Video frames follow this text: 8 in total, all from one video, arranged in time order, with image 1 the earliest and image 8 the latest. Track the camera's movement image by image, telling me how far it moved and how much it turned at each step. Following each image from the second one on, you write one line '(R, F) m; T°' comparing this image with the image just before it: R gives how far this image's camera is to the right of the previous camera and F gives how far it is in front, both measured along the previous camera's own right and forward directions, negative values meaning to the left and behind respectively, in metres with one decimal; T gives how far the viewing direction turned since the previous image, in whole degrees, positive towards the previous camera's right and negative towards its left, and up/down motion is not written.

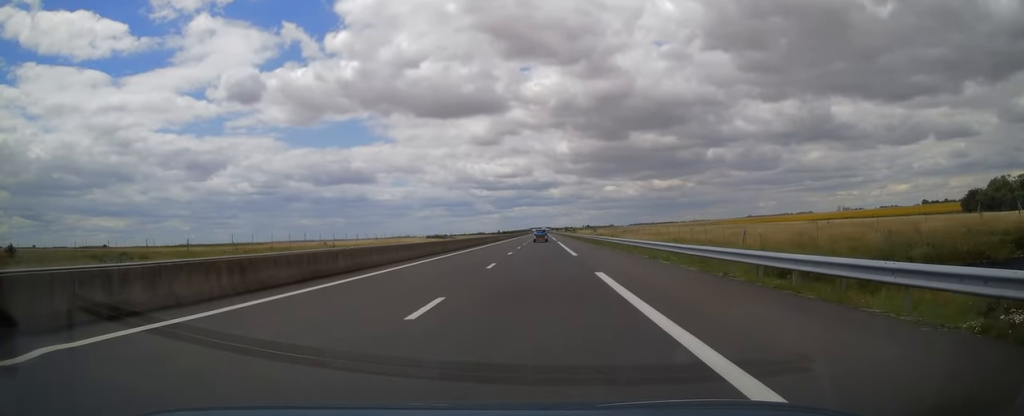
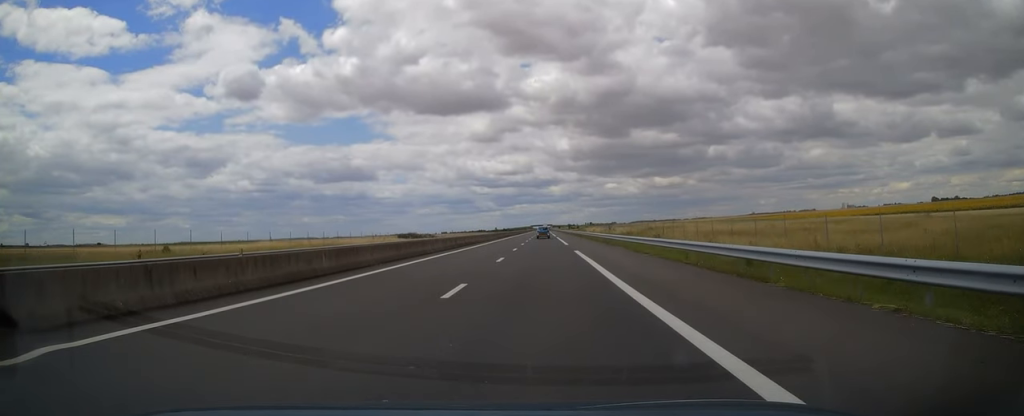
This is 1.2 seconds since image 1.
(-0.4, +36.1) m; 0°
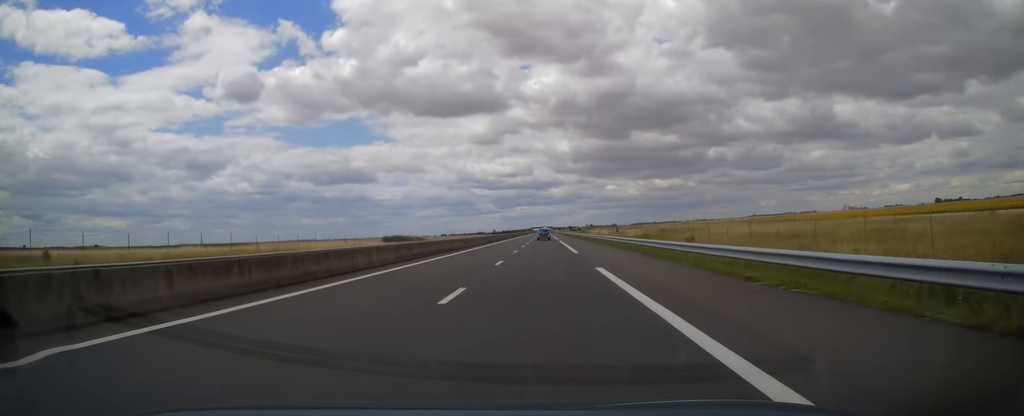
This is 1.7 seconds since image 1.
(-0.1, +13.7) m; 0°
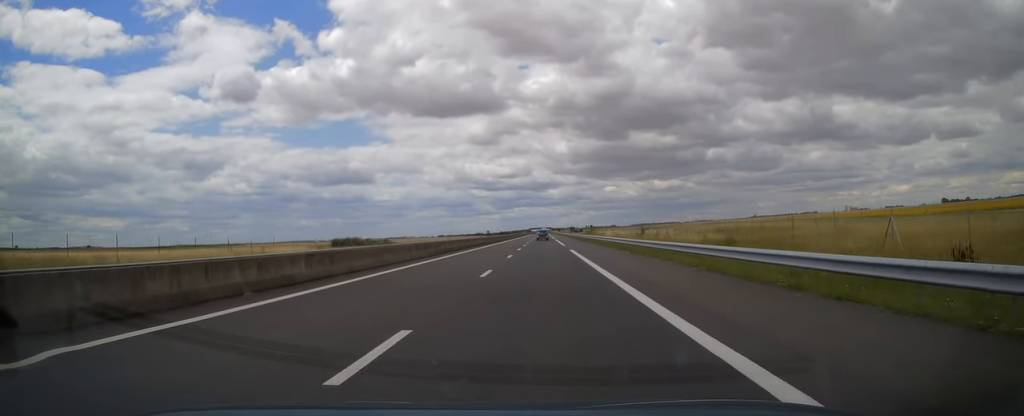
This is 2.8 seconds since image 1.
(+0.5, +31.7) m; +1°
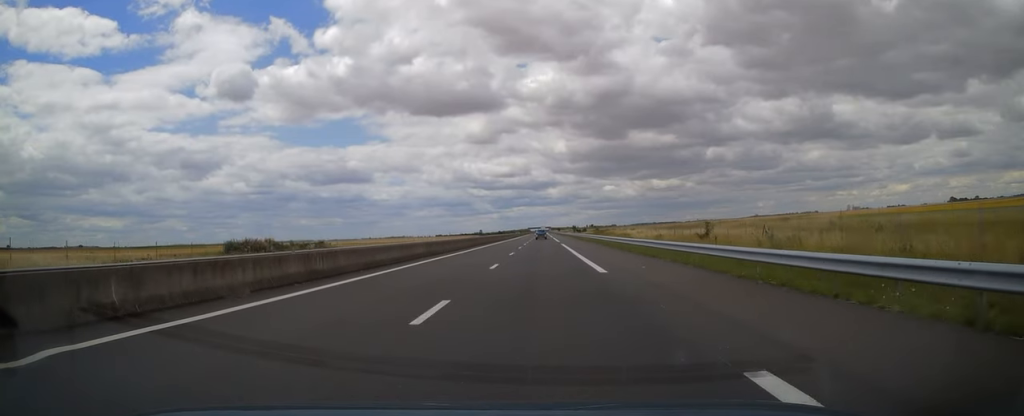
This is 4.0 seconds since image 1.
(-0.2, +35.1) m; -1°
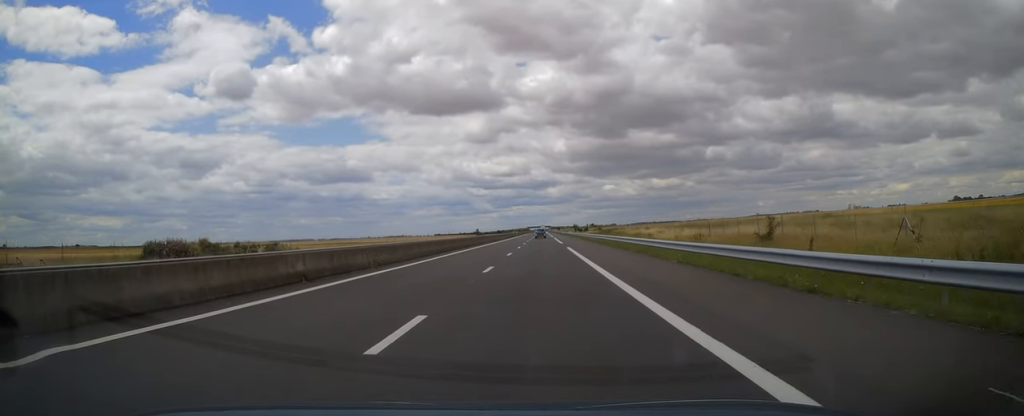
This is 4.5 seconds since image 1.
(-0.2, +15.1) m; 0°
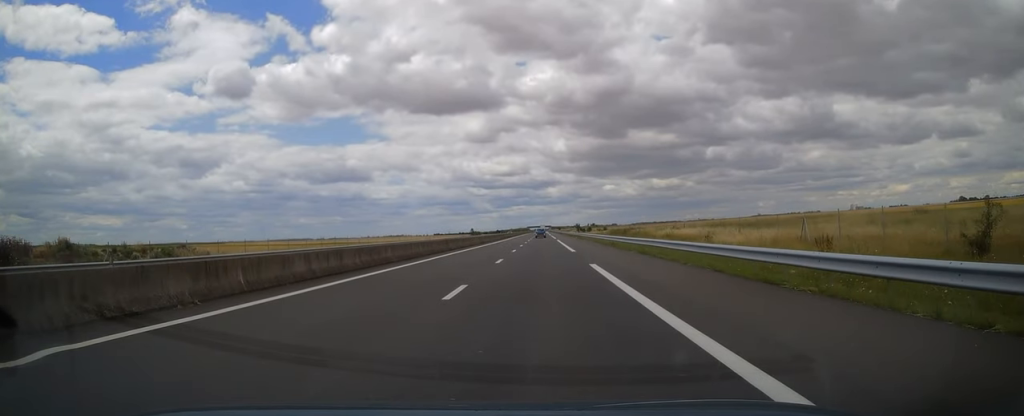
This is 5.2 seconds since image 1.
(+0.1, +20.5) m; 0°
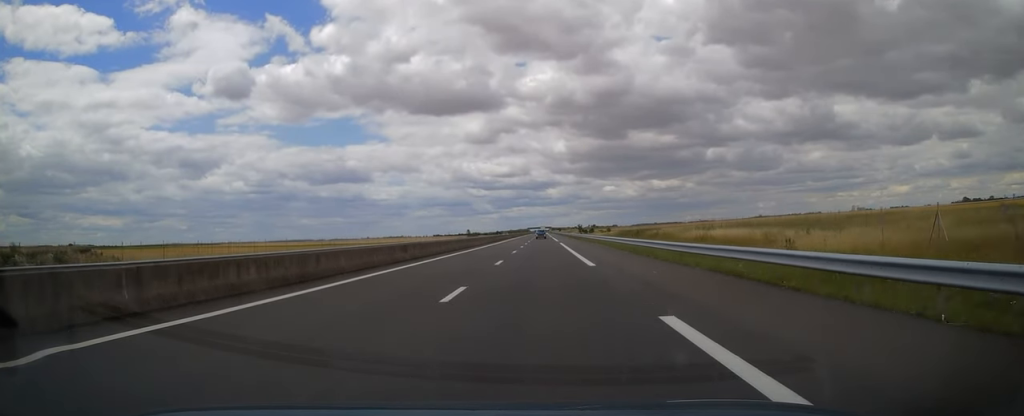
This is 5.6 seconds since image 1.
(+0.2, +13.2) m; 0°
